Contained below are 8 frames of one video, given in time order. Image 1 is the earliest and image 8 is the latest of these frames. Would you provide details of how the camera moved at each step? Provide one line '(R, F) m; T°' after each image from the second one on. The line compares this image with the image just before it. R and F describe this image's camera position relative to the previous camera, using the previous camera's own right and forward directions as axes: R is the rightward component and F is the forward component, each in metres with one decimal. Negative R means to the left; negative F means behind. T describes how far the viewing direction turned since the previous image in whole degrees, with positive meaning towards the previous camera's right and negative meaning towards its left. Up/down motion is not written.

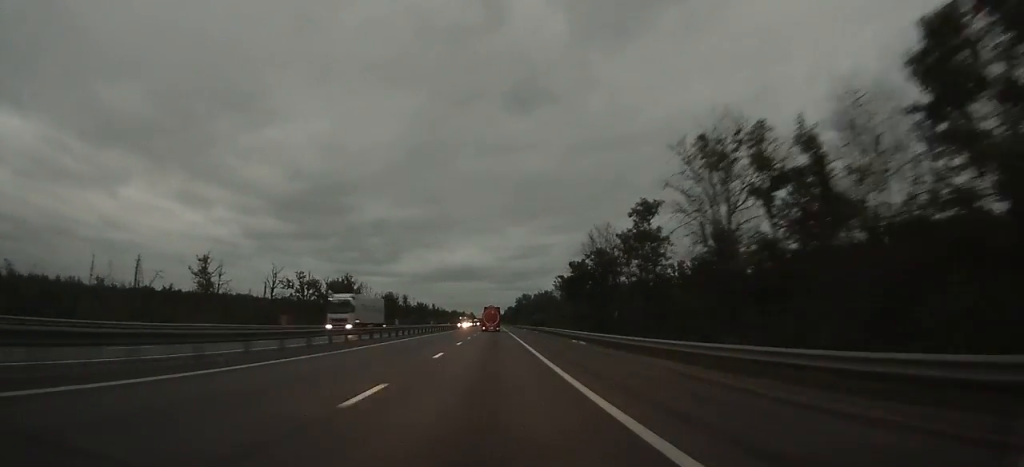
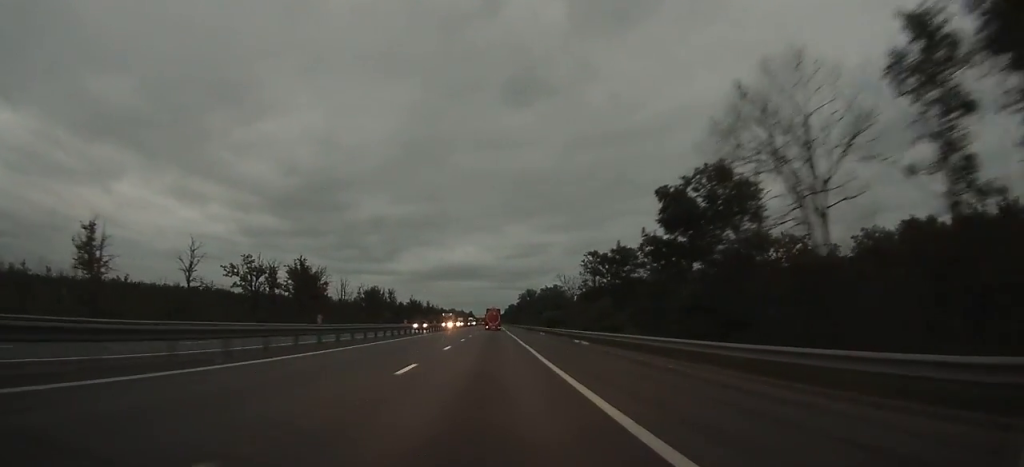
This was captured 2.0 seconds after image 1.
(0.0, +42.0) m; 0°
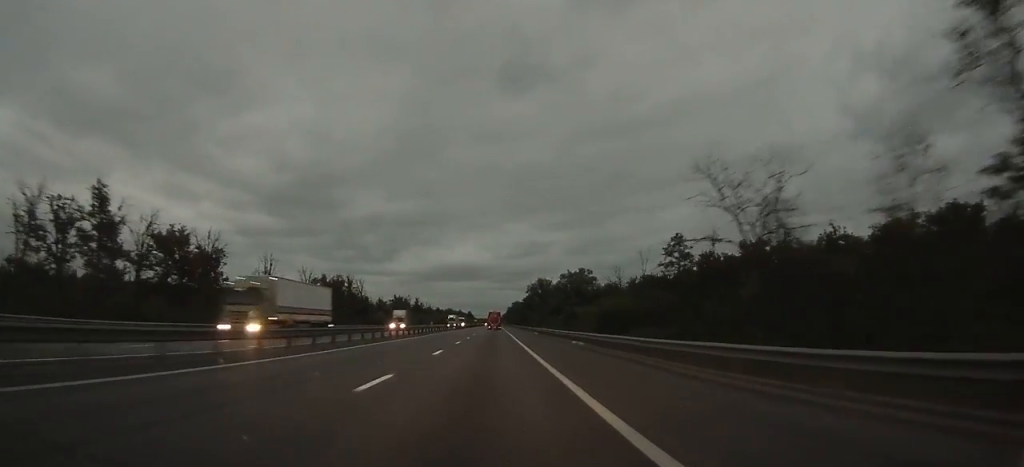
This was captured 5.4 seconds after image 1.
(+0.1, +74.1) m; 0°
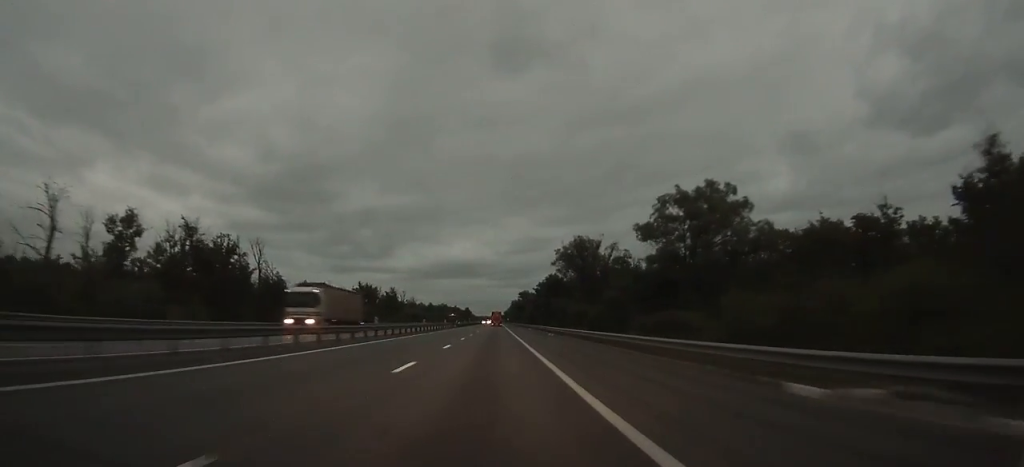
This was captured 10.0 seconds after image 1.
(-0.2, +104.1) m; 0°
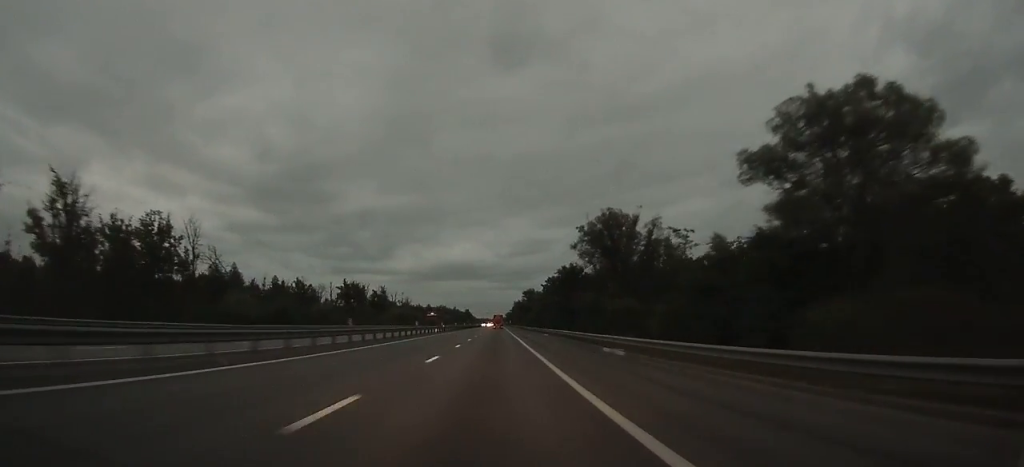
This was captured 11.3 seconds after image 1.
(0.0, +30.9) m; 0°
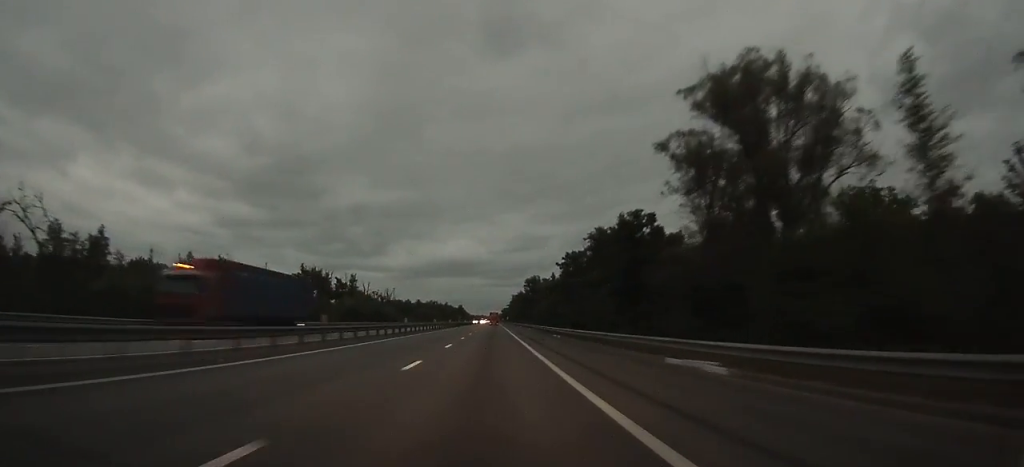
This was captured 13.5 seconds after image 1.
(0.0, +51.5) m; 0°
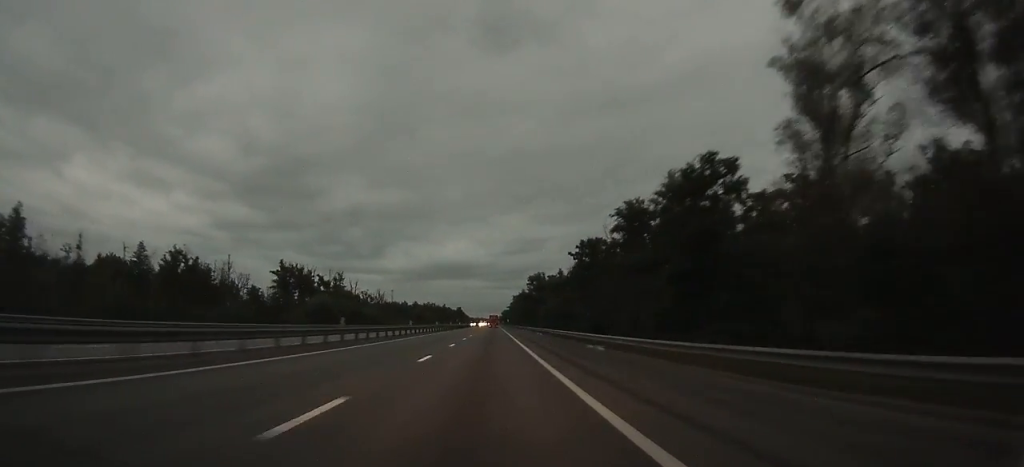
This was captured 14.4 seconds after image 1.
(0.0, +20.4) m; 0°
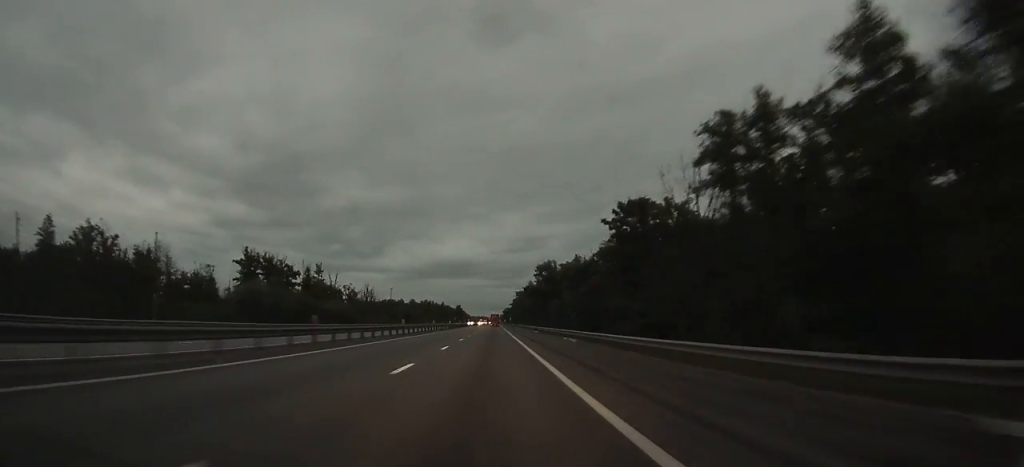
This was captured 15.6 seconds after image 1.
(0.0, +28.4) m; 0°
